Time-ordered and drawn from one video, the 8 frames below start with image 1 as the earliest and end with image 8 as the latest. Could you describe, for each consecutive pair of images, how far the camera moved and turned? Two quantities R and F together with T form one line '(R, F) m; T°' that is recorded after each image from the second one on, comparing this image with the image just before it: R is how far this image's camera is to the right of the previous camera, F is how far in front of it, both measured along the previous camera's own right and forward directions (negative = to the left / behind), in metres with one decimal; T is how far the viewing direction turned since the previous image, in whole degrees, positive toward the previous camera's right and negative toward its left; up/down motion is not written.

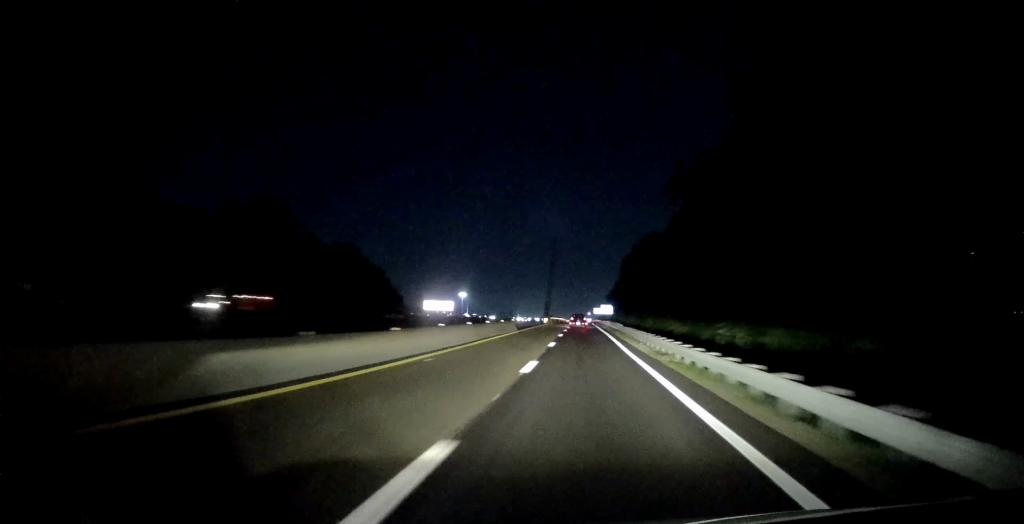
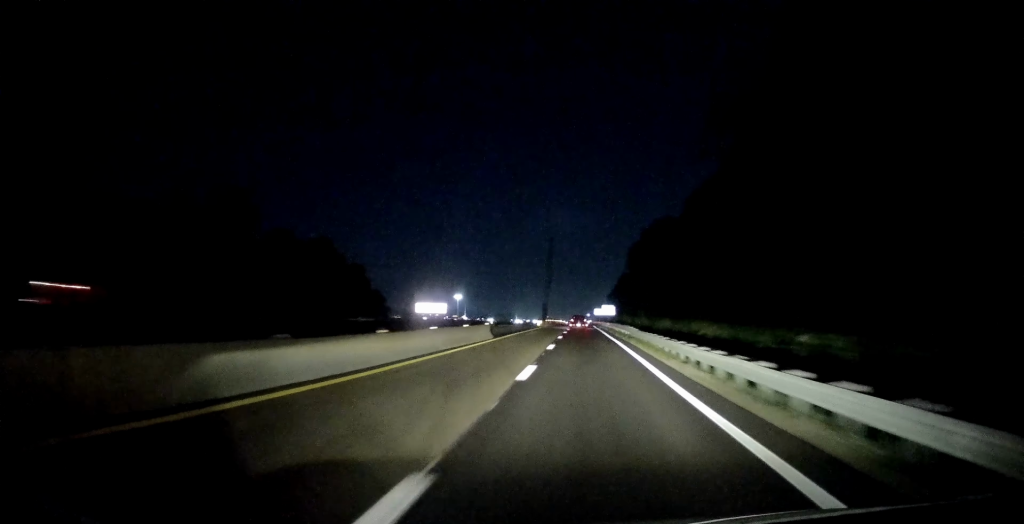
(-0.2, +13.6) m; 0°
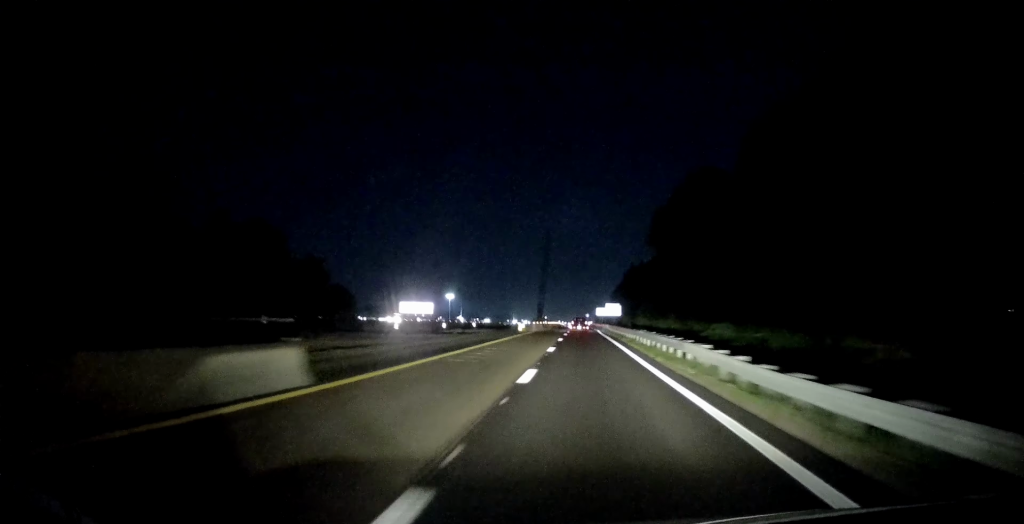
(+0.8, +24.4) m; 0°
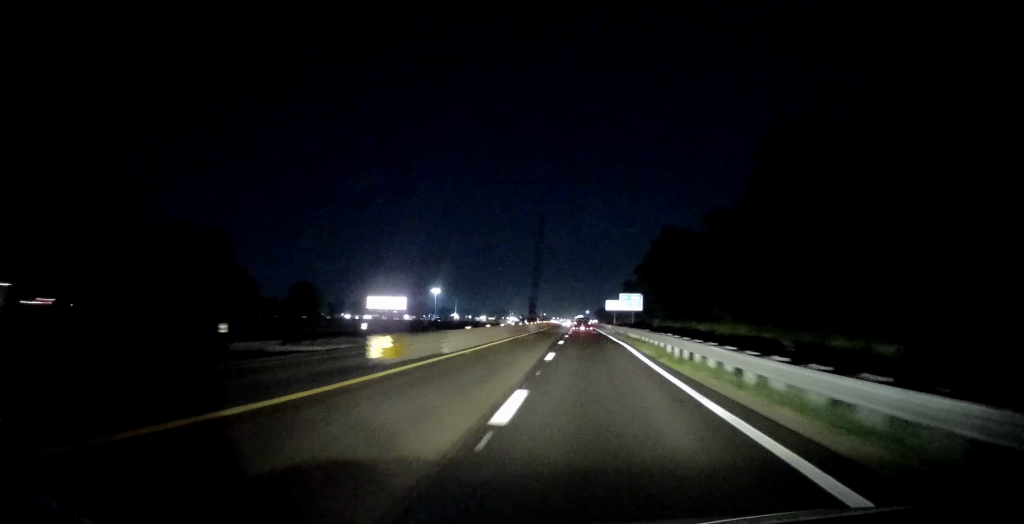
(-1.2, +41.5) m; -1°
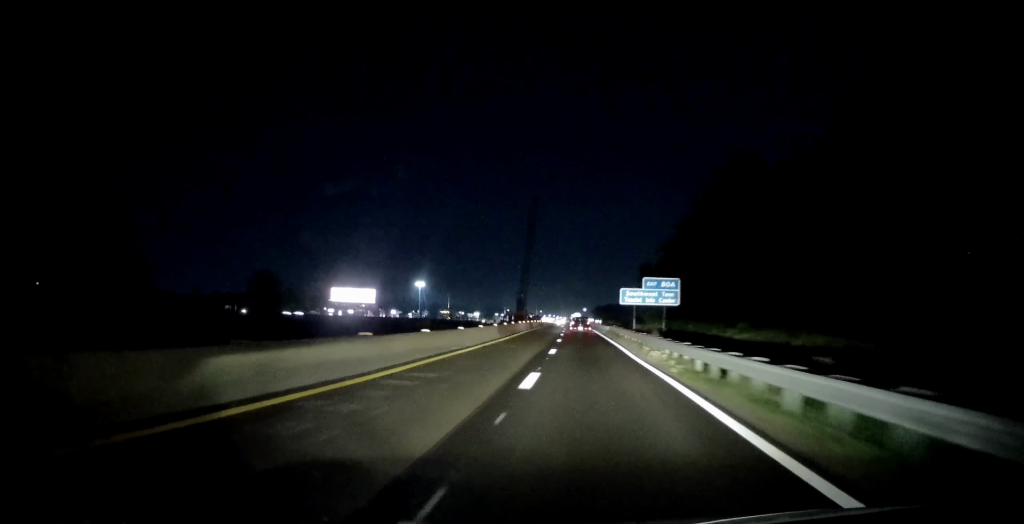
(+0.6, +32.4) m; +1°
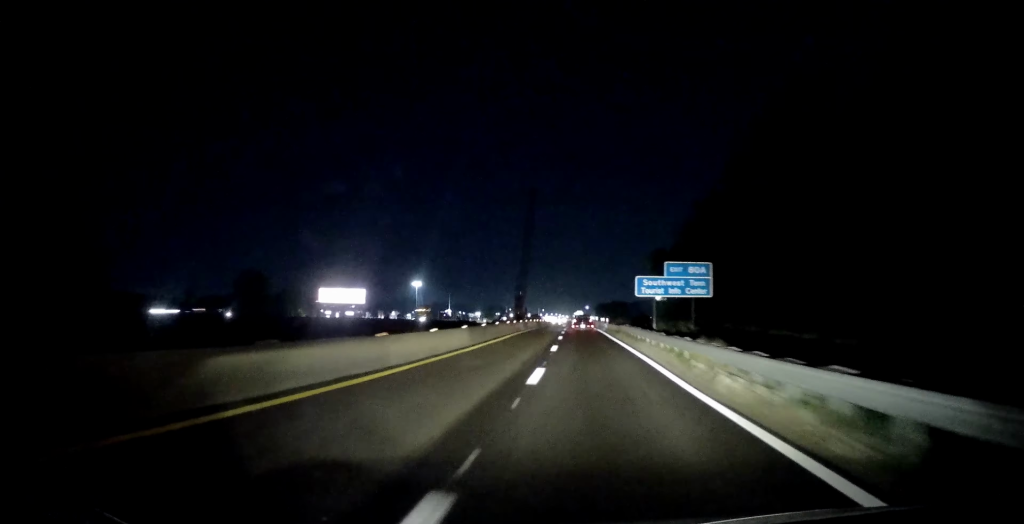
(+0.1, +11.6) m; 0°
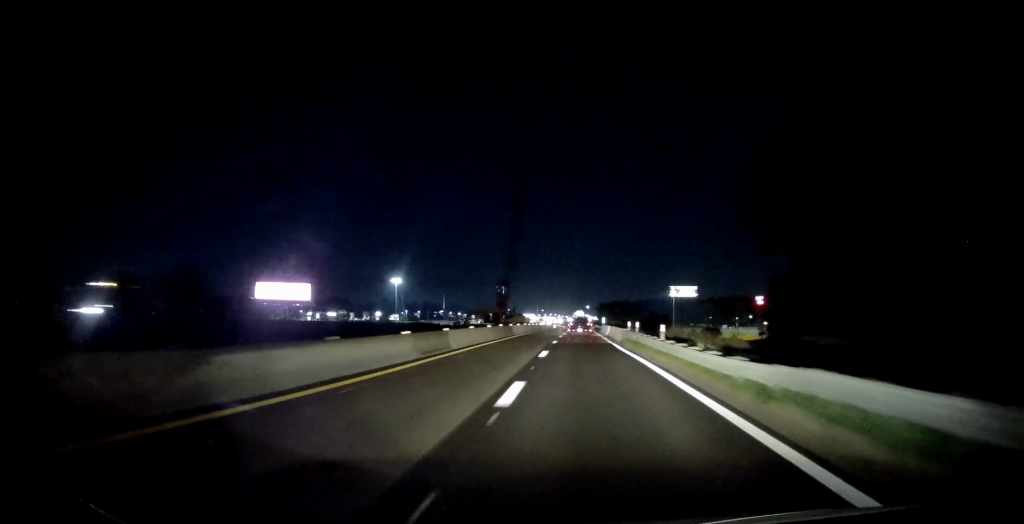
(-0.5, +40.2) m; -1°
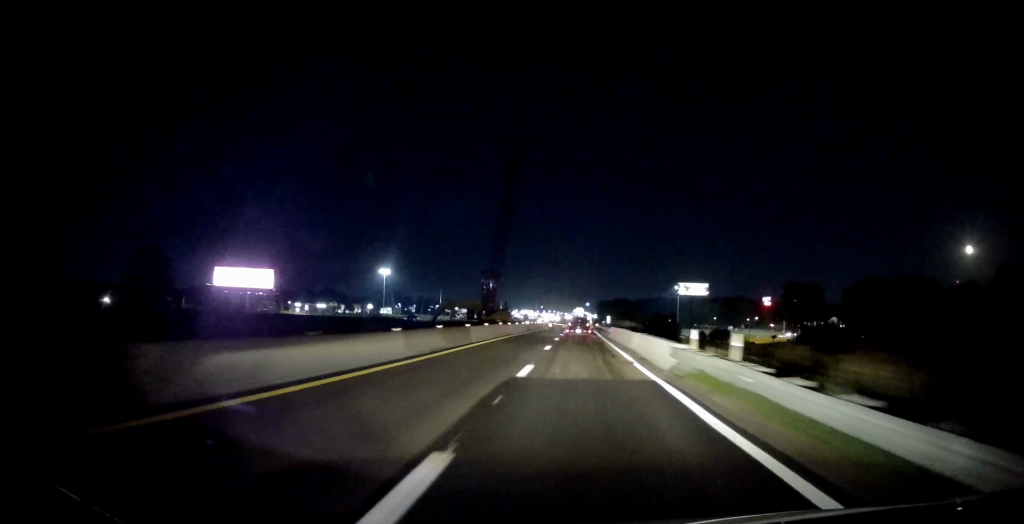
(-0.1, +19.6) m; -1°
